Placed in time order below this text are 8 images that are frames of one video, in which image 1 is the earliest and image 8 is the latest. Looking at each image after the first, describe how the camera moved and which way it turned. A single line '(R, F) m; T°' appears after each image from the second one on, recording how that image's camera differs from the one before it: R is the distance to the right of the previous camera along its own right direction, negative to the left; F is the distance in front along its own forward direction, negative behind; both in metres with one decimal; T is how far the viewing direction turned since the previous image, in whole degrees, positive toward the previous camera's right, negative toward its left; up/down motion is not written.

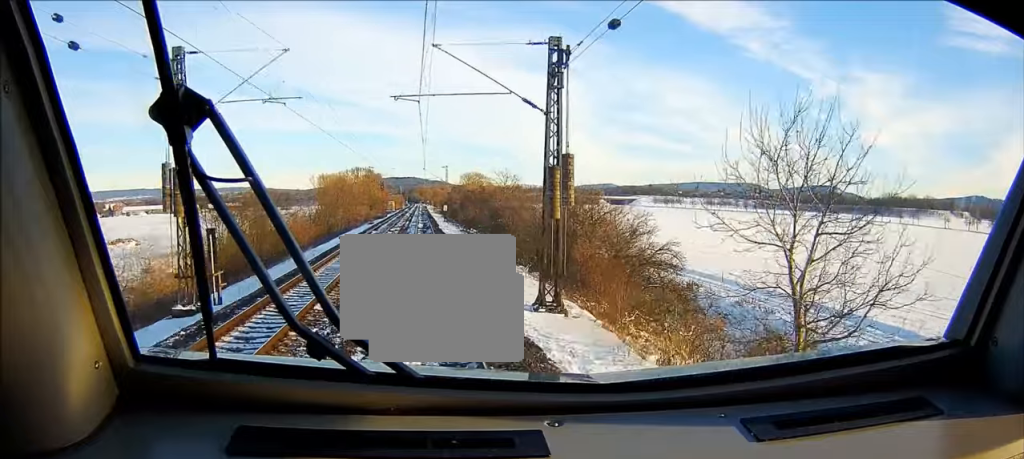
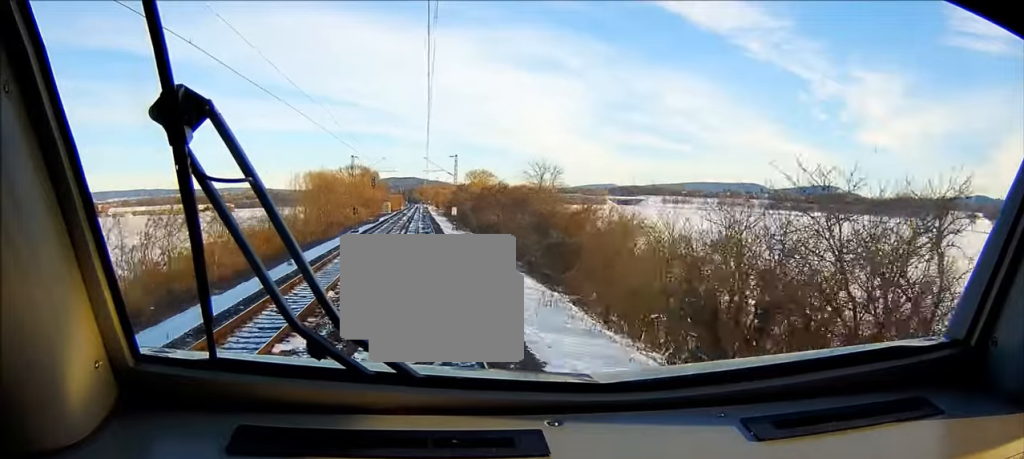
(0.0, +25.7) m; 0°
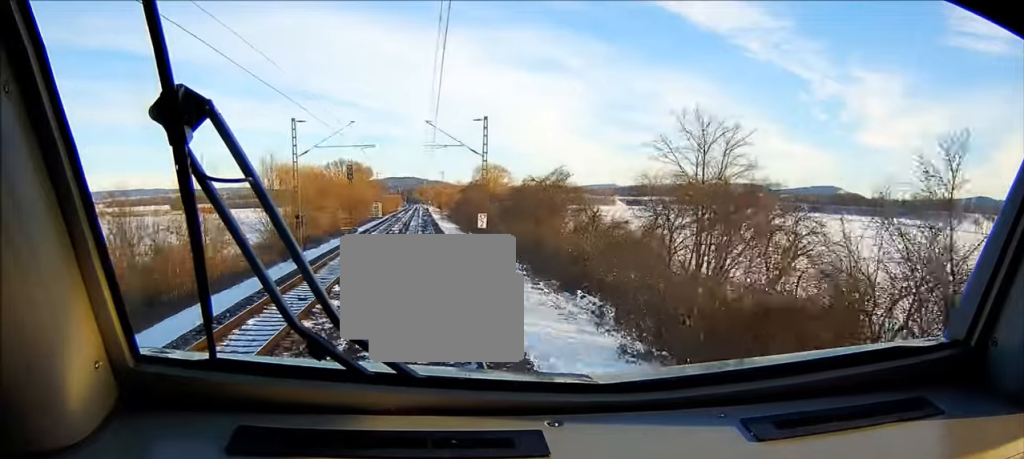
(0.0, +33.4) m; 0°
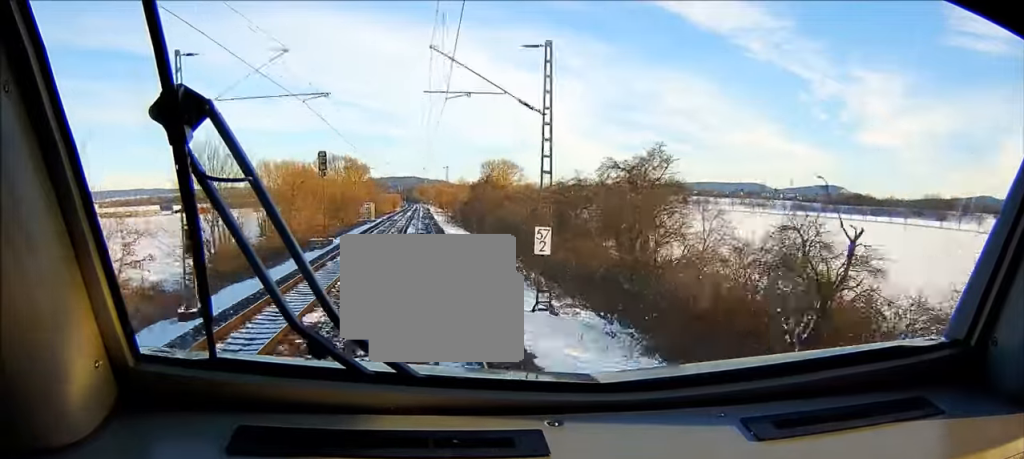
(0.0, +20.0) m; 0°
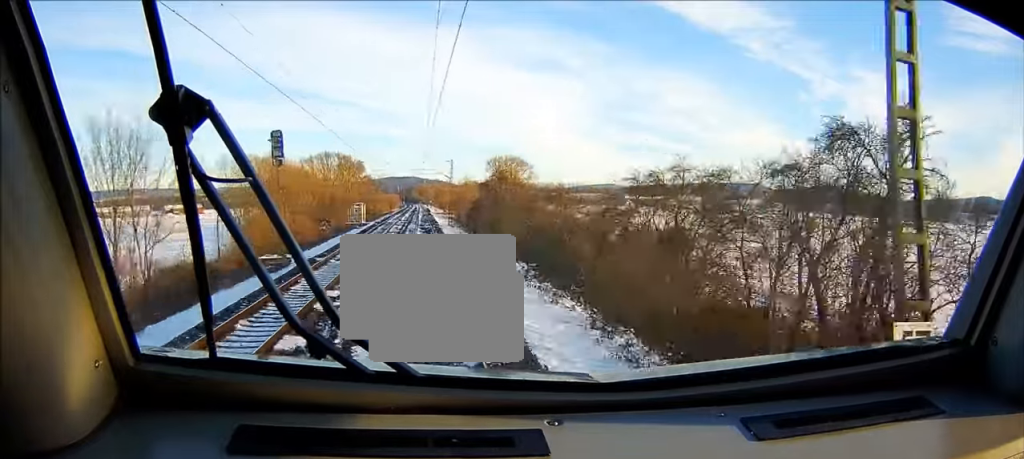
(0.0, +16.7) m; 0°
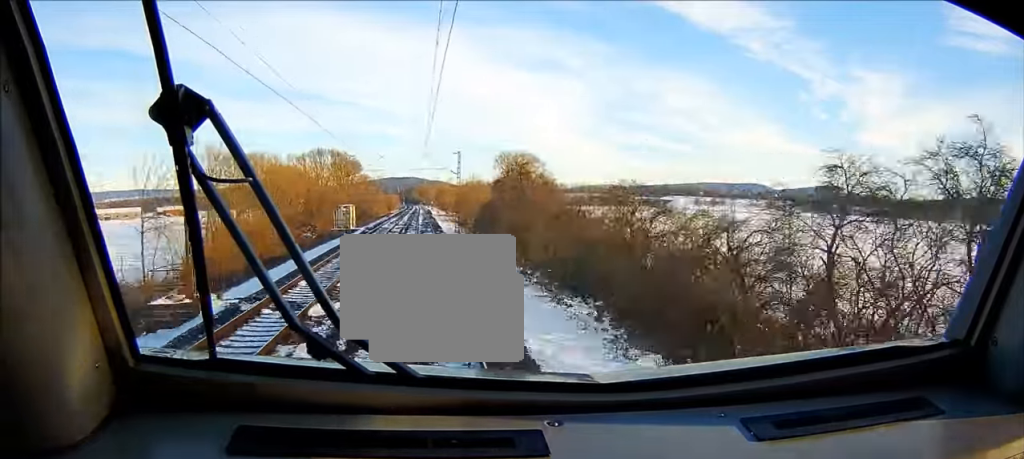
(0.0, +14.4) m; 0°
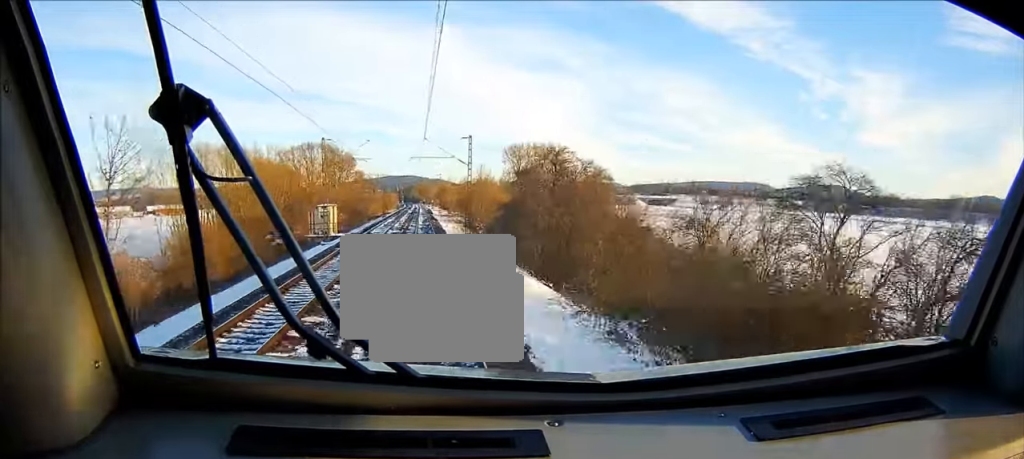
(0.0, +15.4) m; 0°
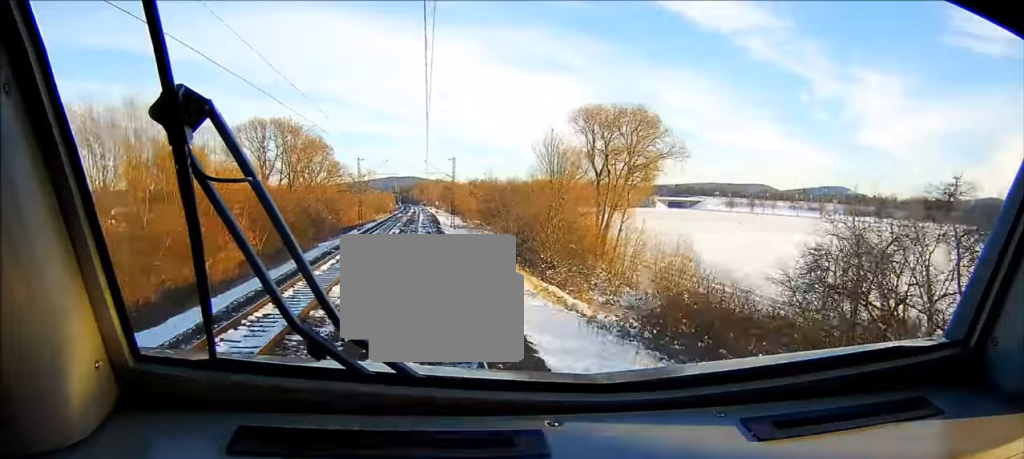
(-0.1, +52.6) m; 0°
